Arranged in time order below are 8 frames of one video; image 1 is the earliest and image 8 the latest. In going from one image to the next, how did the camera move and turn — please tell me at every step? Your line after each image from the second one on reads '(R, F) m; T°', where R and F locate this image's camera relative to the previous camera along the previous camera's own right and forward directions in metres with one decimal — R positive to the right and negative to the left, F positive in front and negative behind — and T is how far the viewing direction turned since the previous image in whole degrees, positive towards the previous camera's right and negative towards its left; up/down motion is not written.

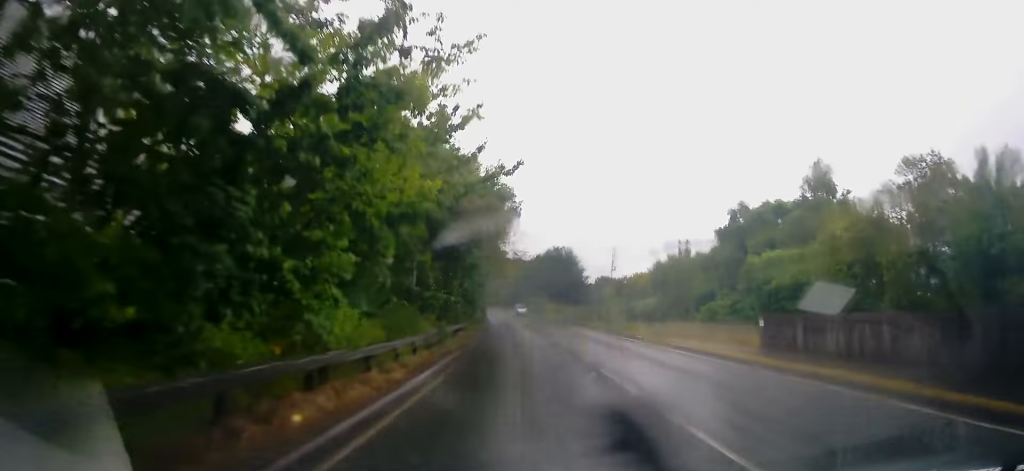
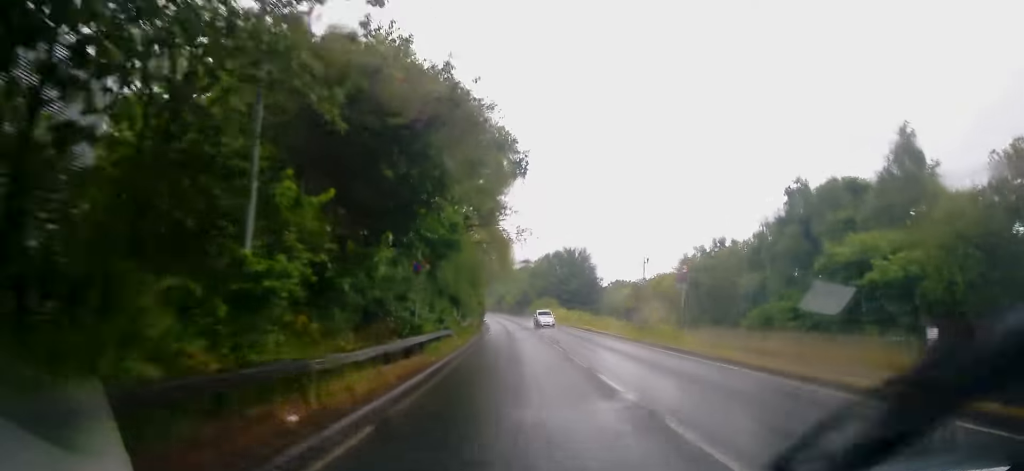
(-0.4, +12.3) m; 0°
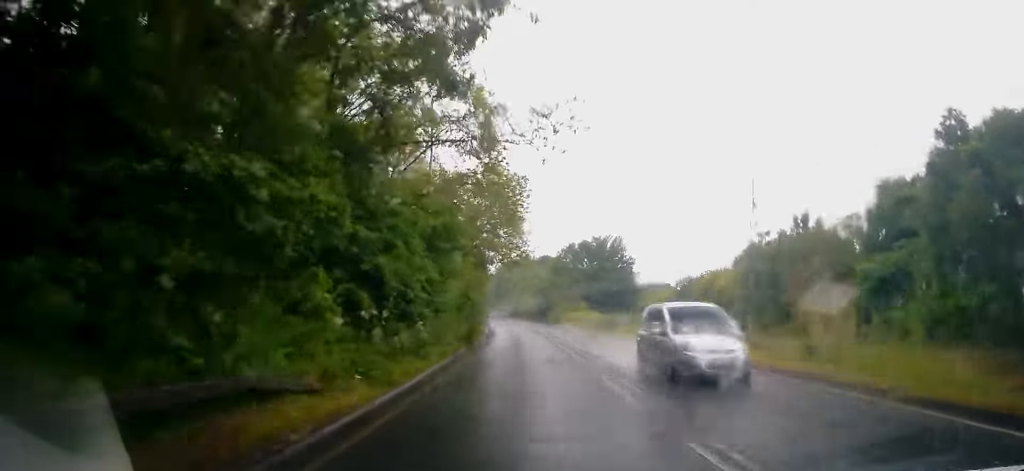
(+0.2, +18.7) m; -2°
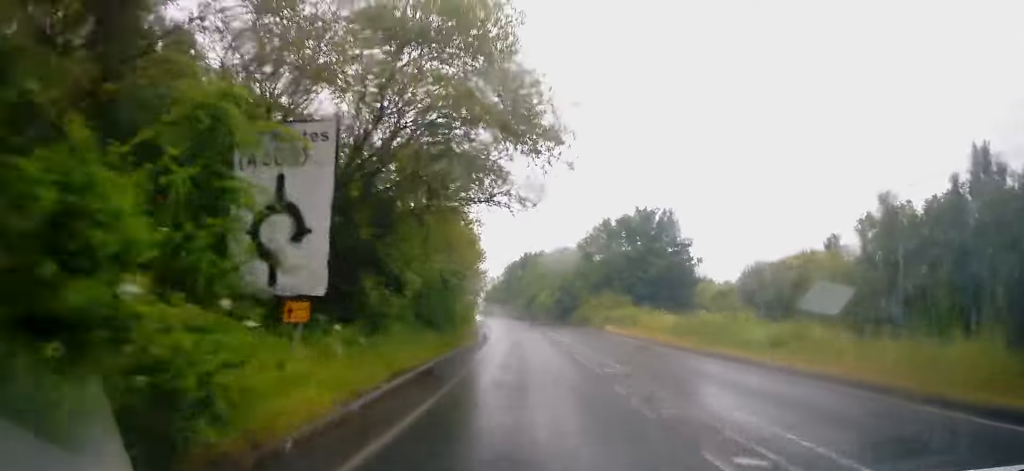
(-0.9, +24.7) m; -1°
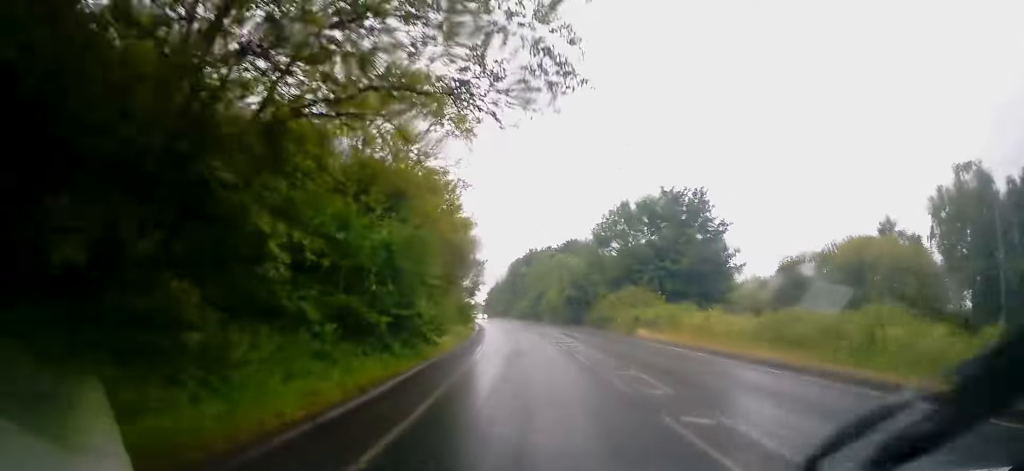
(+0.1, +9.9) m; -1°
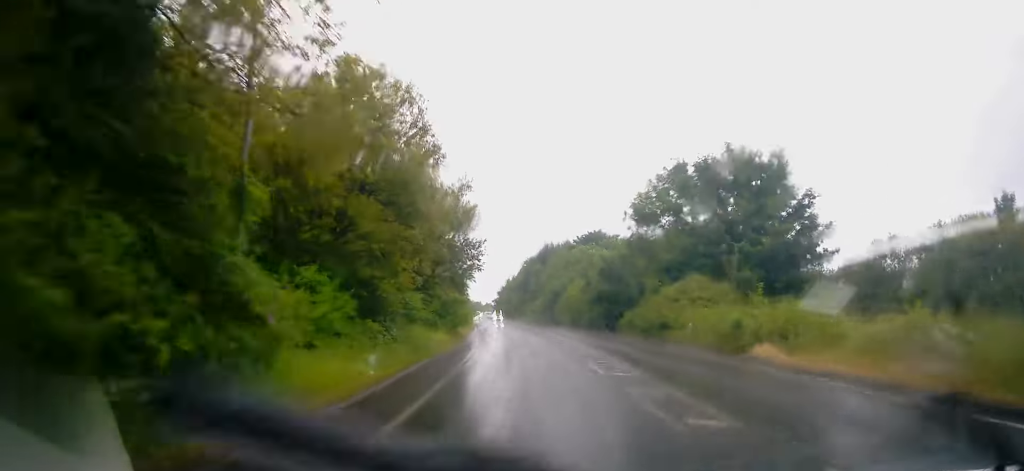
(-0.3, +14.9) m; -2°
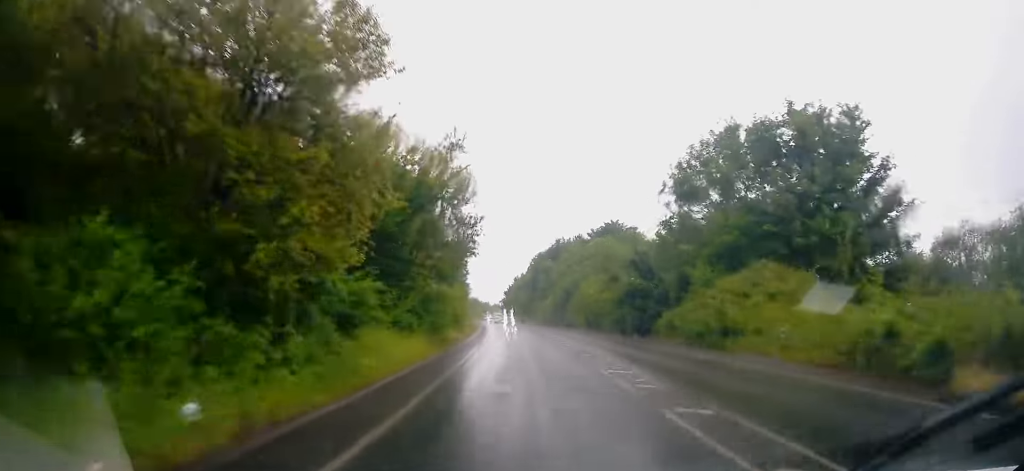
(-0.2, +8.4) m; -1°
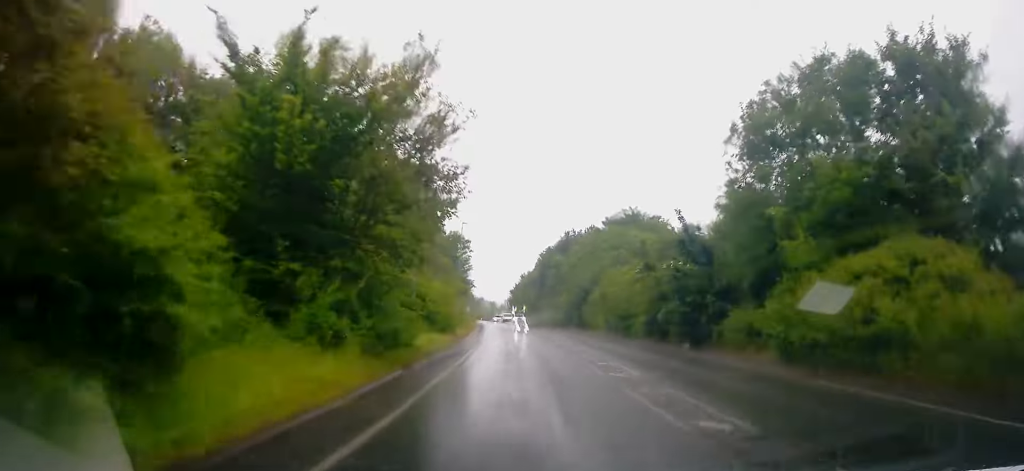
(0.0, +9.2) m; 0°
